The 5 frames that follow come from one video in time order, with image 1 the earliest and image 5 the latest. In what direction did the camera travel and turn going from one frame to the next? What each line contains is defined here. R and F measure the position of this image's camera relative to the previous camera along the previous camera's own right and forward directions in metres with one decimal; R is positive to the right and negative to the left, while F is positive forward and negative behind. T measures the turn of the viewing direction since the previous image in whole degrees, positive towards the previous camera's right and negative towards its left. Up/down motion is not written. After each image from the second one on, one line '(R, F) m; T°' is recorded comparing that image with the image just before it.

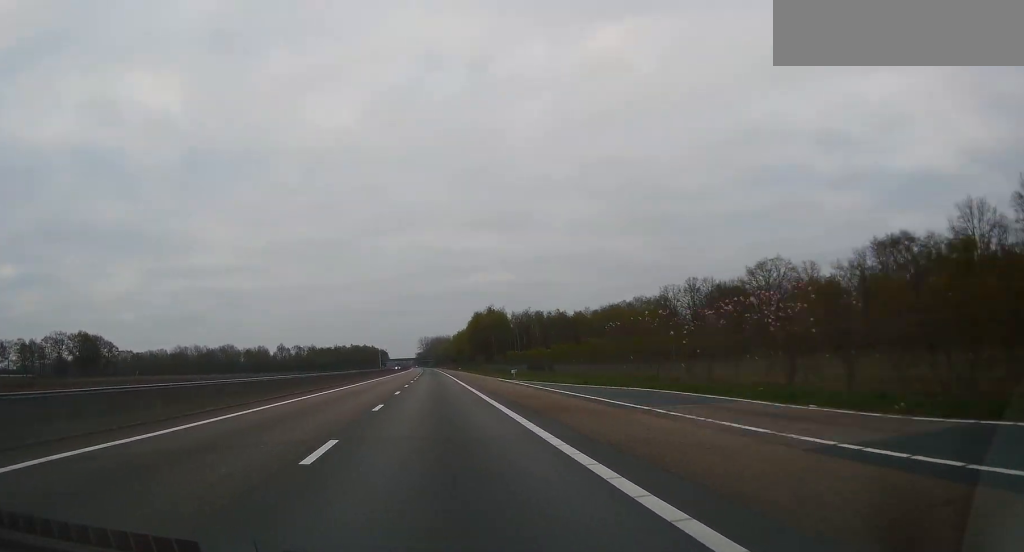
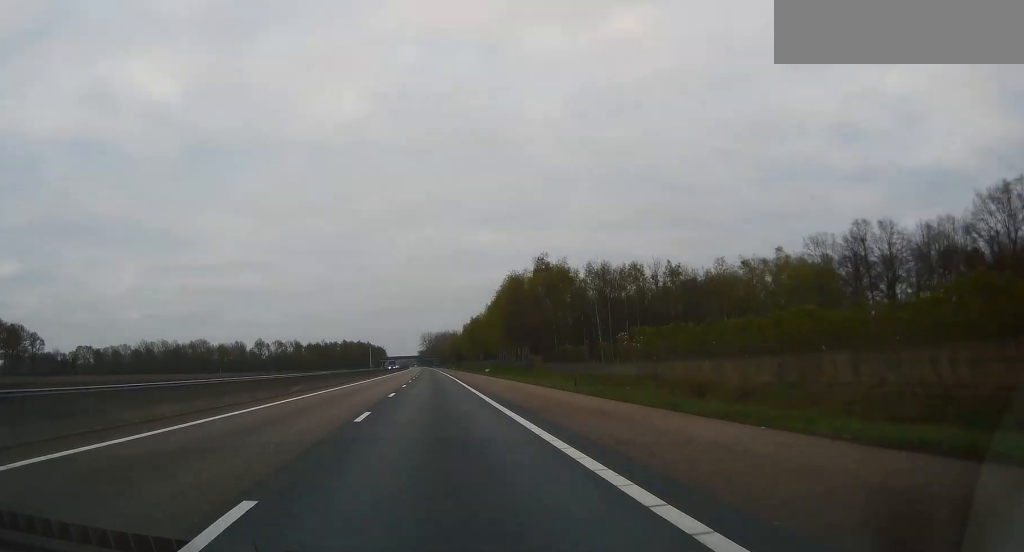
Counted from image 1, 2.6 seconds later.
(-0.3, +74.4) m; 0°
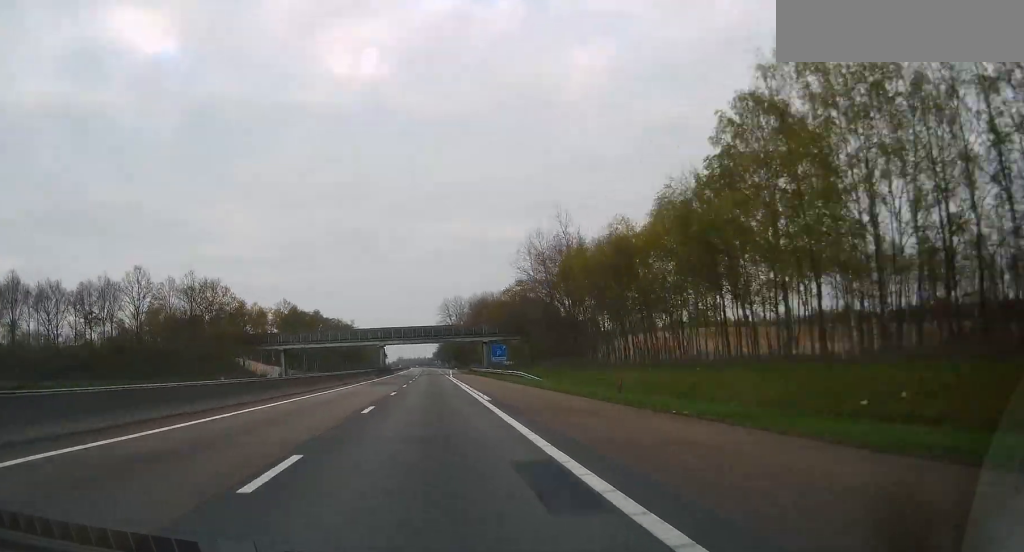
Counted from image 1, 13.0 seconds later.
(-3.8, +310.6) m; -2°
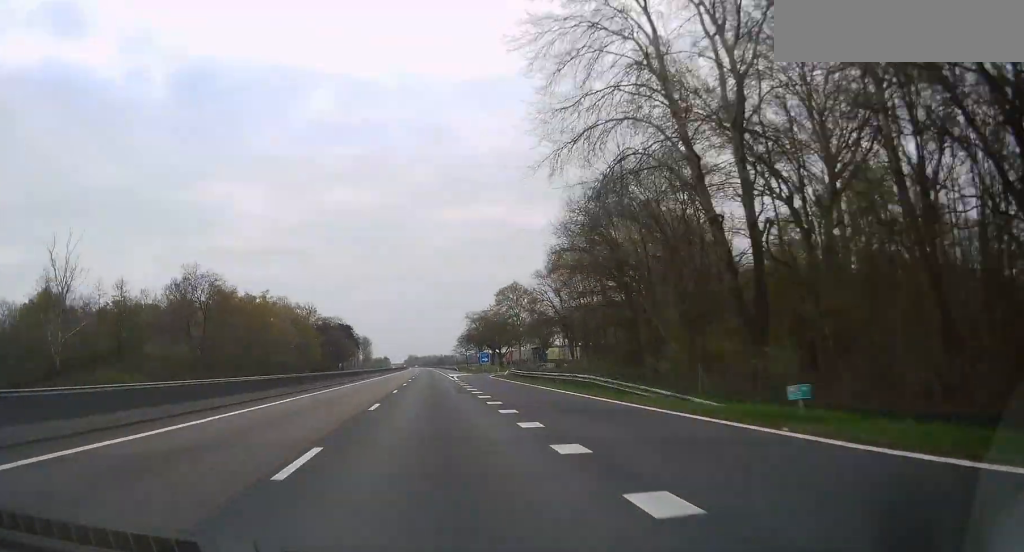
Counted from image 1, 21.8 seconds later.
(-4.1, +260.7) m; -2°
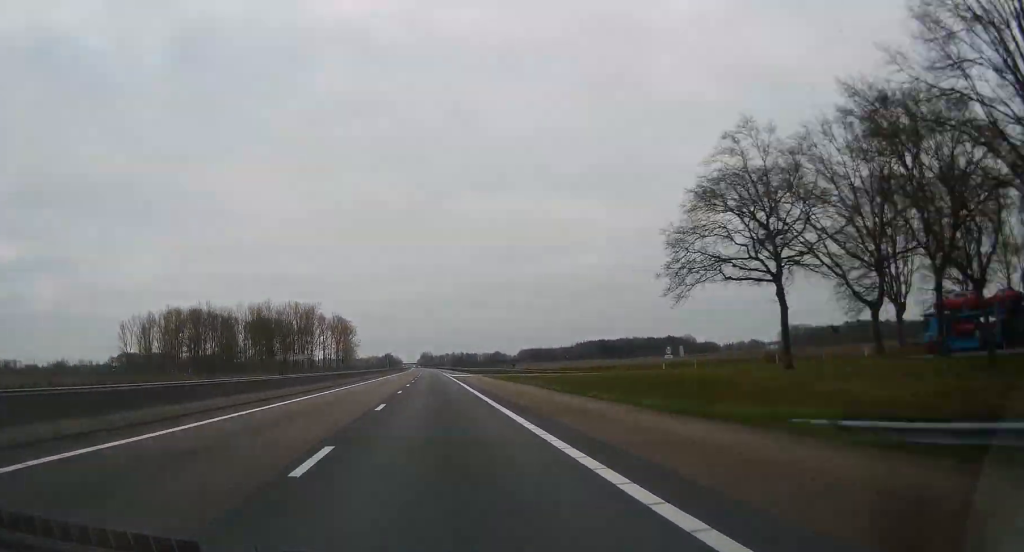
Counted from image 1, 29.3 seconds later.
(-2.1, +218.9) m; -1°
